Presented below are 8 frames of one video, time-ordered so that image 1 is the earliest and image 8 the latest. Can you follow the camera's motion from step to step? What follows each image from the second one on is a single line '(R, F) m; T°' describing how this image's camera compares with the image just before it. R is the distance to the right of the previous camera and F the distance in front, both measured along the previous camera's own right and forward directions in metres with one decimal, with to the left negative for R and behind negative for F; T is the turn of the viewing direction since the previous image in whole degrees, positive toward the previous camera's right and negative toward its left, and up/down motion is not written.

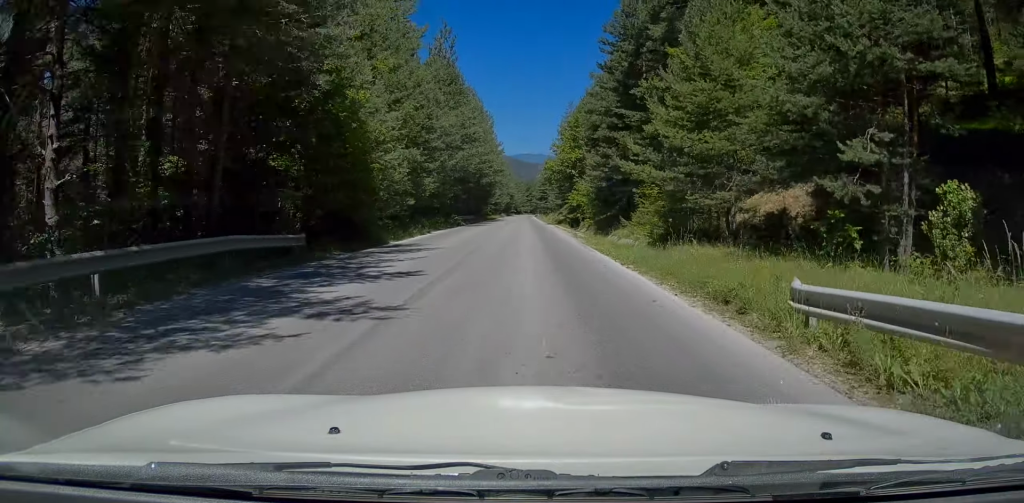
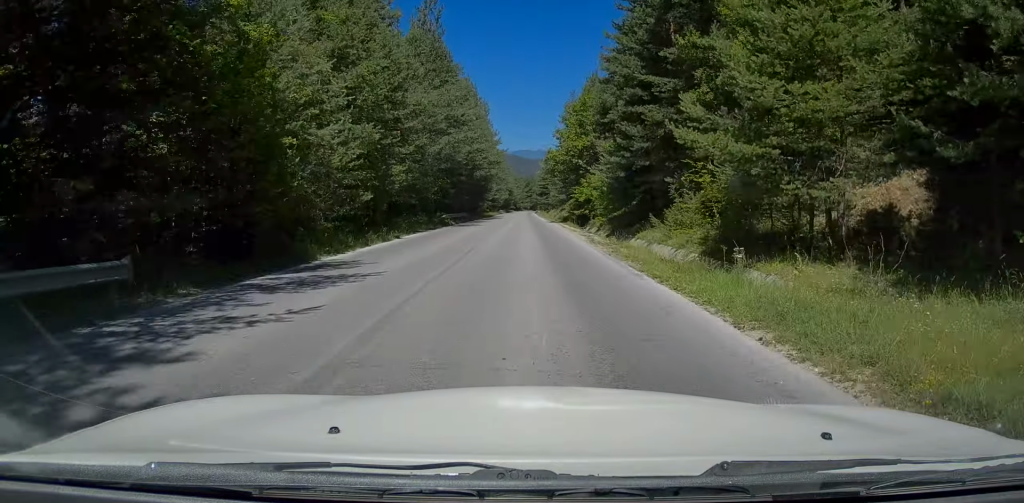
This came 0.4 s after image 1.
(-0.1, +7.6) m; 0°
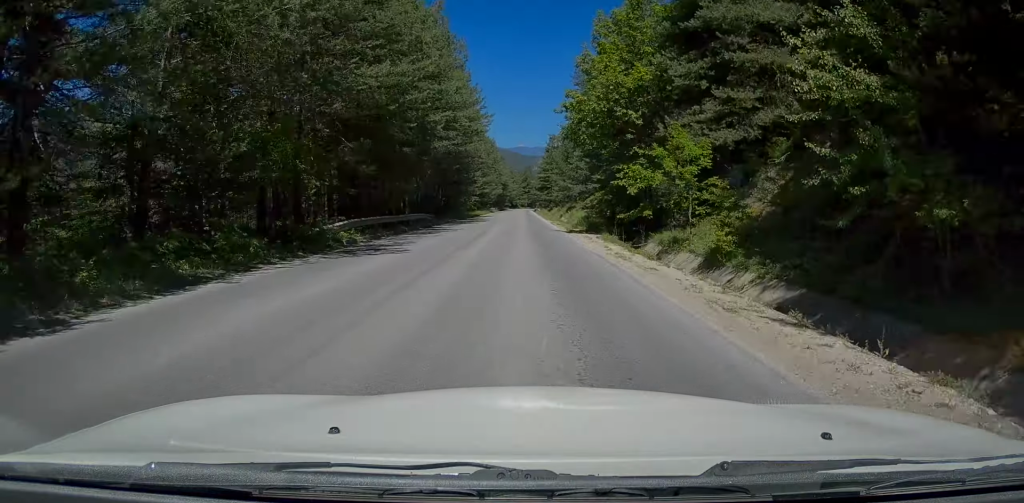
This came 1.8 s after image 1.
(-0.2, +24.4) m; -2°
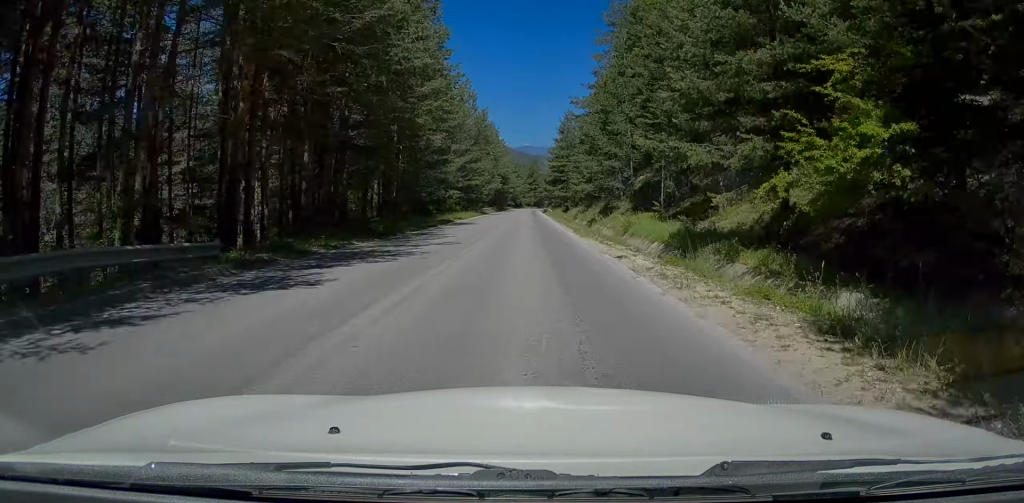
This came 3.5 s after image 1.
(-0.4, +30.9) m; 0°
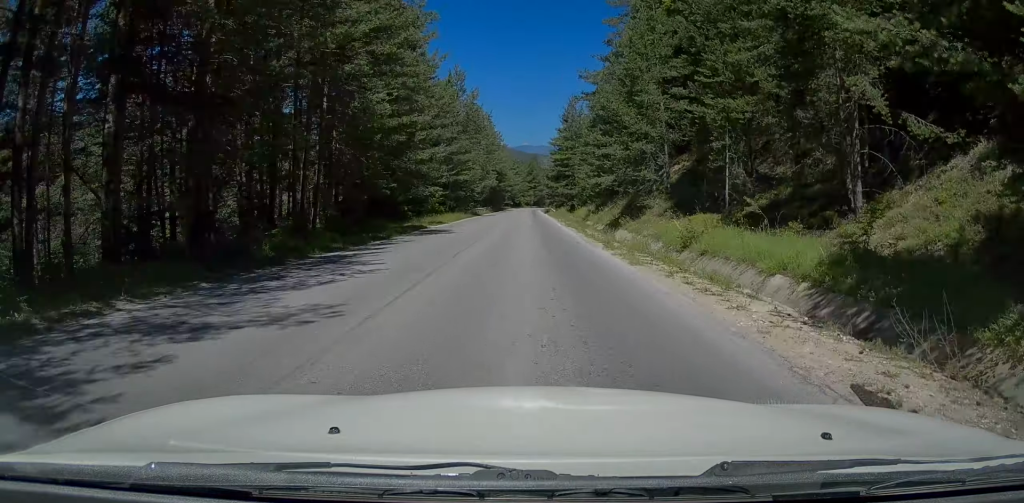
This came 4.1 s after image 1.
(0.0, +11.4) m; +1°
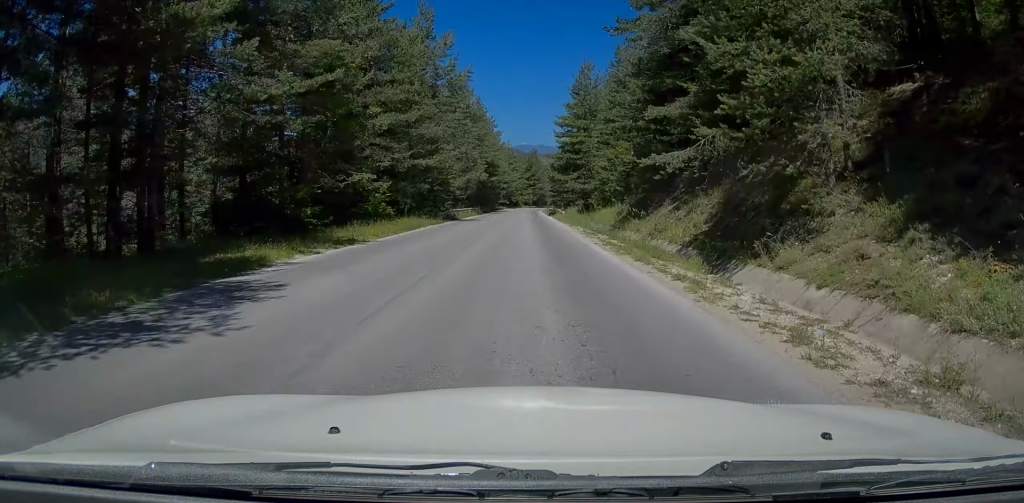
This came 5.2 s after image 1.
(+0.1, +18.9) m; 0°
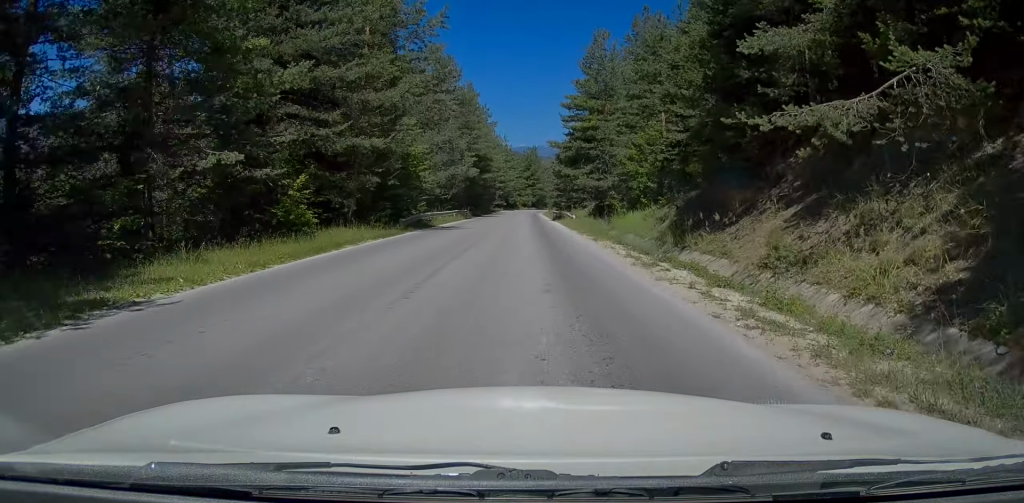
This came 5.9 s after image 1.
(+0.2, +11.7) m; -1°
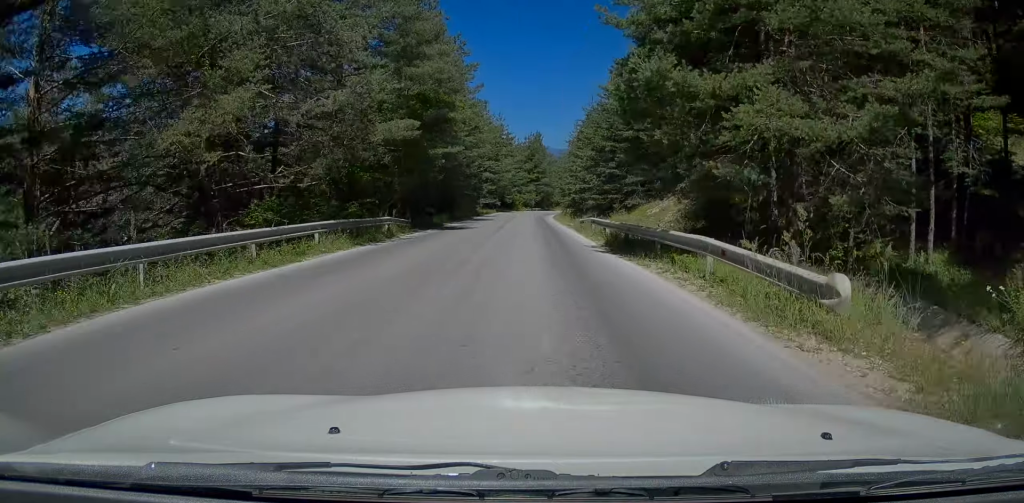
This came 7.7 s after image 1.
(-0.1, +31.8) m; +1°
